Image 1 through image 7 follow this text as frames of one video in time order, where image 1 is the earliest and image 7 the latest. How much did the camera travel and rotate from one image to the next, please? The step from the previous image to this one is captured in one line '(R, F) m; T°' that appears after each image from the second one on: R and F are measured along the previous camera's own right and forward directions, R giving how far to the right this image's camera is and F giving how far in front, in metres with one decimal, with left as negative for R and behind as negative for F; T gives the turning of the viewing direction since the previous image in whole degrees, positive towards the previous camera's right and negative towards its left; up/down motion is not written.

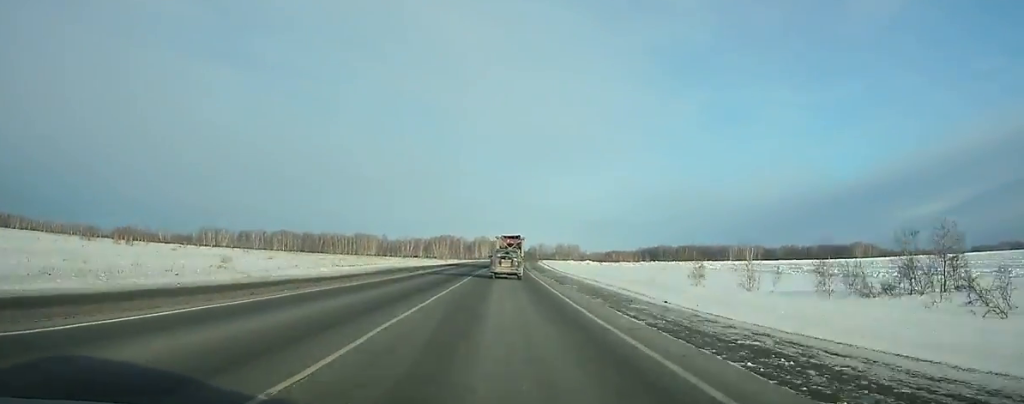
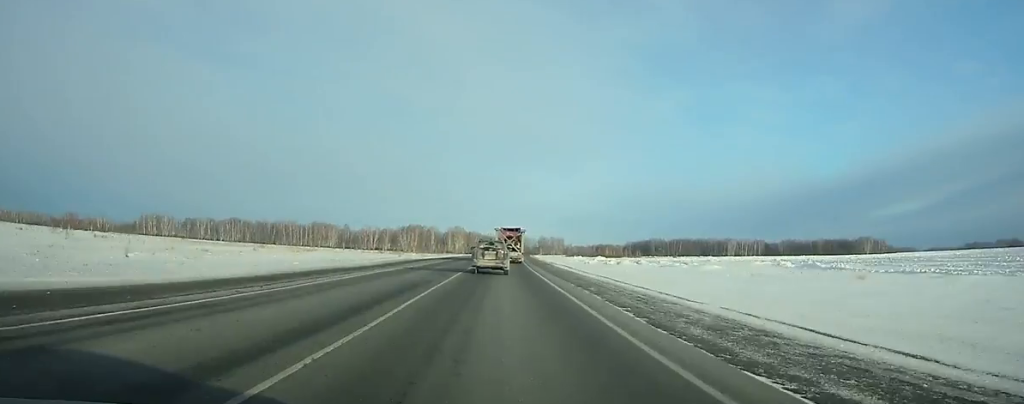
(+1.2, +75.9) m; +2°
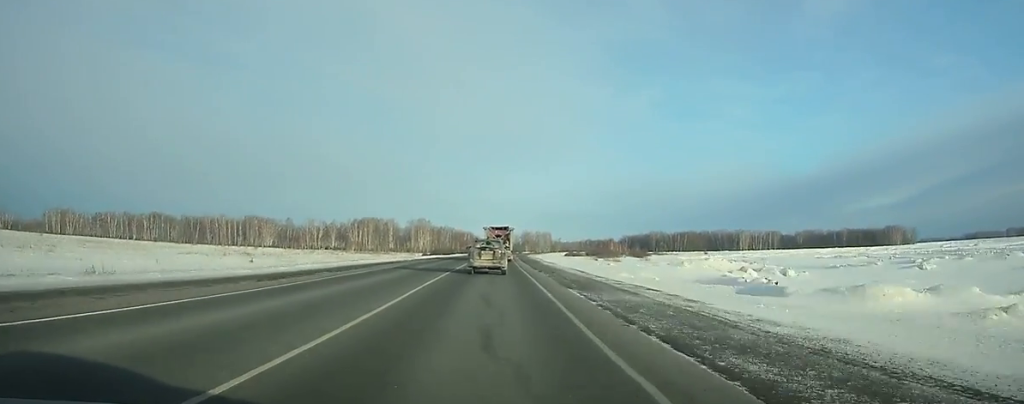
(+2.3, +112.7) m; +2°
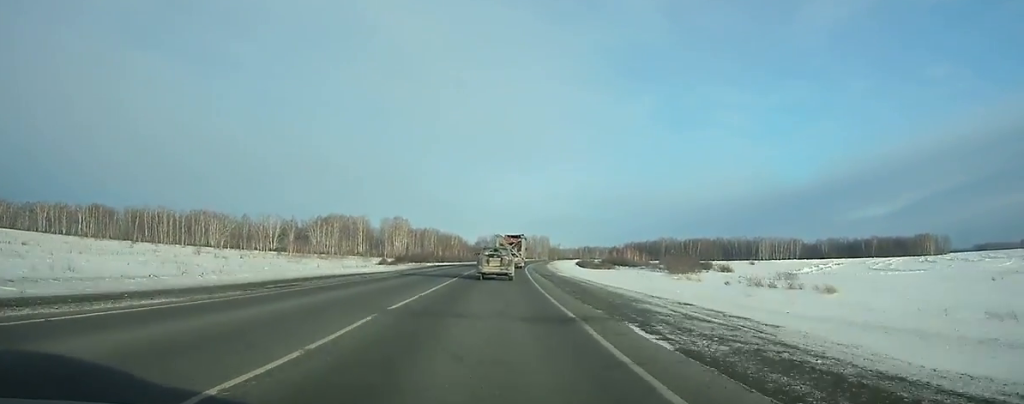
(+0.7, +74.7) m; +2°
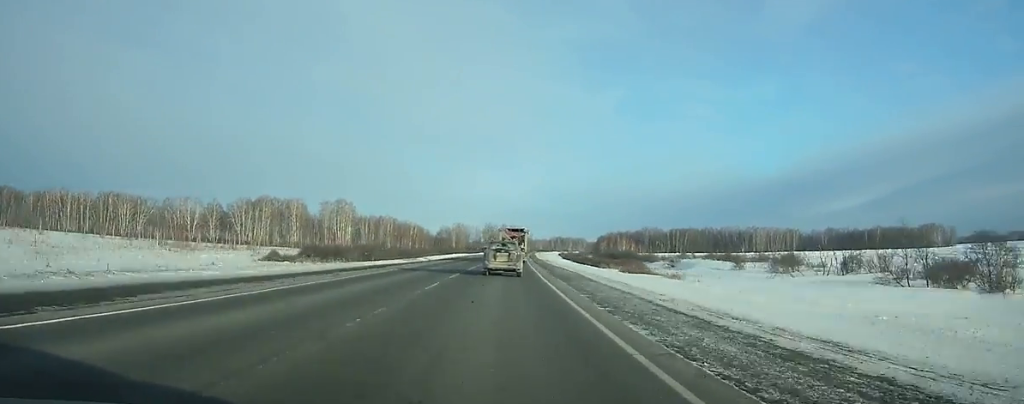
(+1.0, +64.2) m; +2°
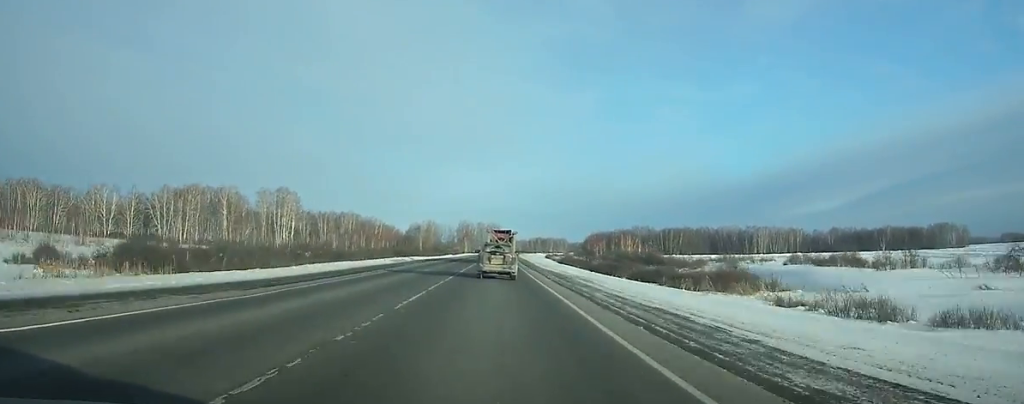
(+0.8, +53.6) m; +2°
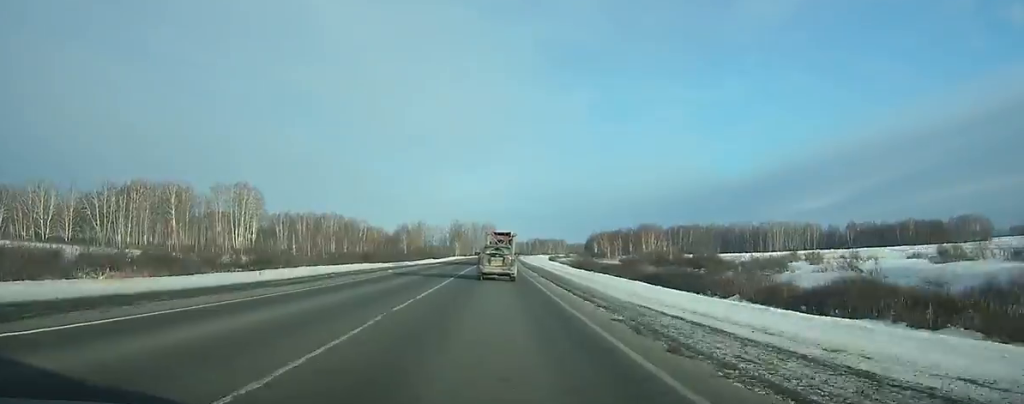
(+0.5, +36.6) m; +1°
